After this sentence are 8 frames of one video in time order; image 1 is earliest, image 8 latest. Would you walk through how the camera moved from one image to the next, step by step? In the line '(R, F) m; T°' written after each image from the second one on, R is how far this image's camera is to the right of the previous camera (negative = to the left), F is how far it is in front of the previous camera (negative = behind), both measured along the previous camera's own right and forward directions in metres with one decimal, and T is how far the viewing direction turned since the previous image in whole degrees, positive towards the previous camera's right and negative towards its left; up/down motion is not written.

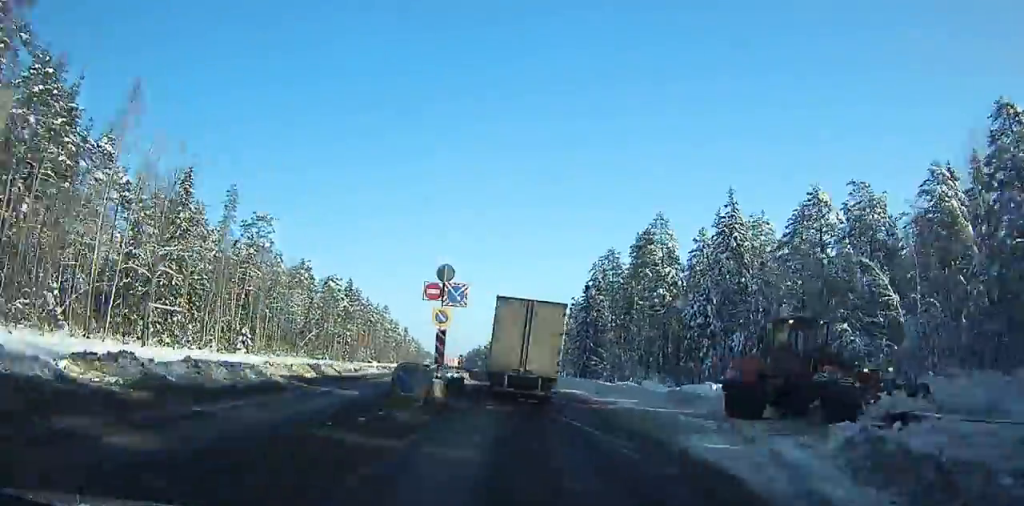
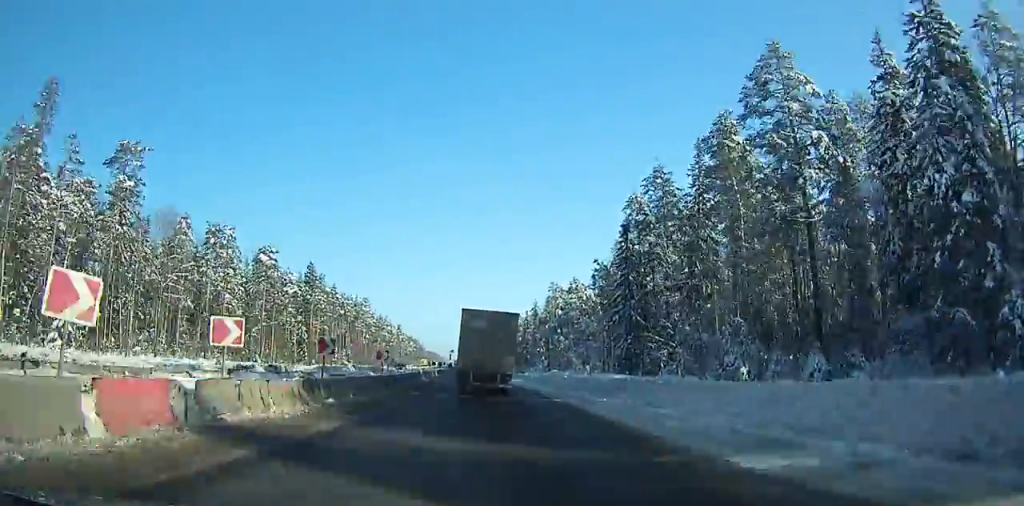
(+1.2, +51.4) m; -2°
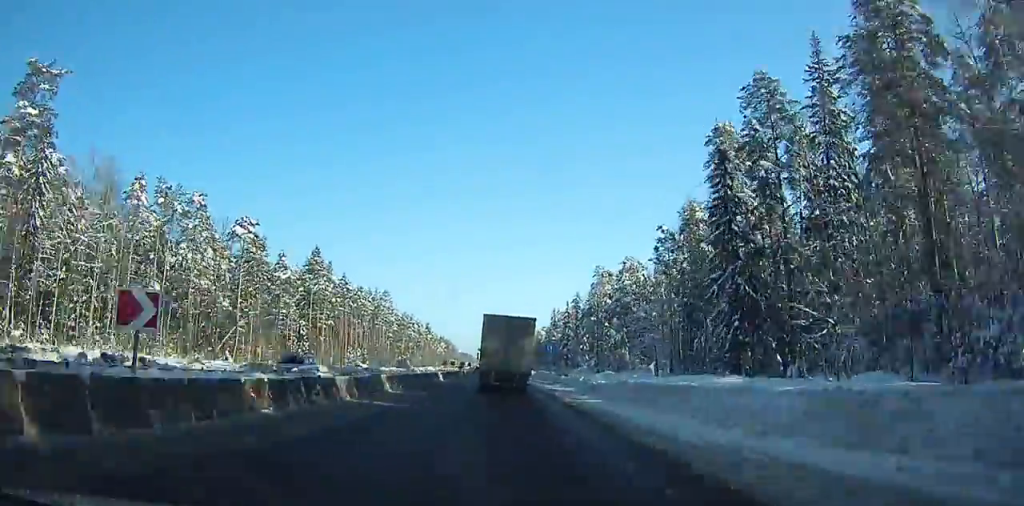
(-1.0, +27.2) m; -2°
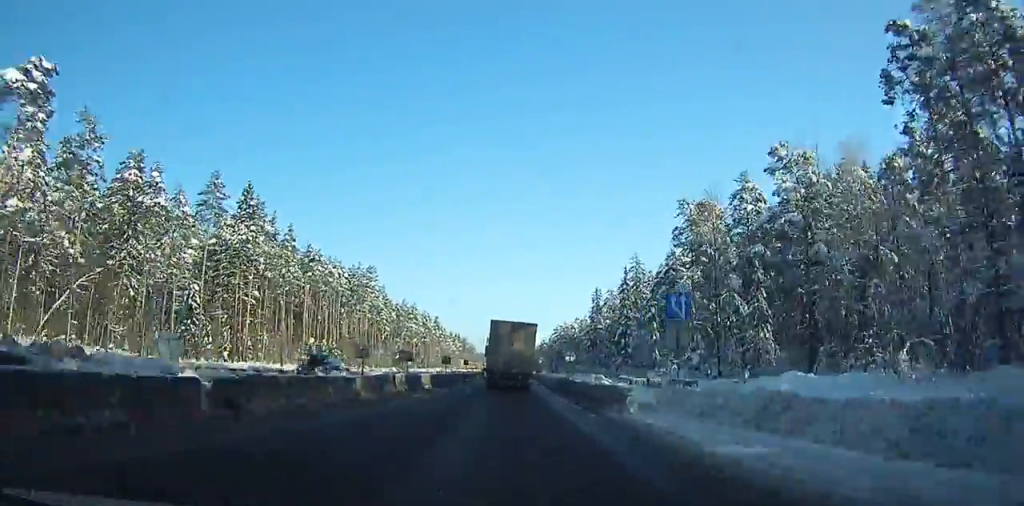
(-1.9, +55.3) m; -2°
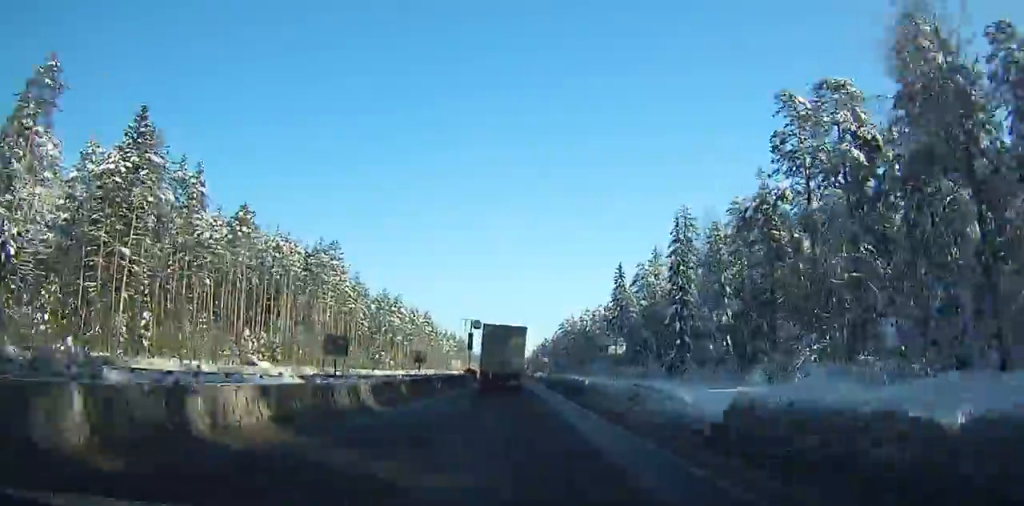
(0.0, +34.6) m; 0°
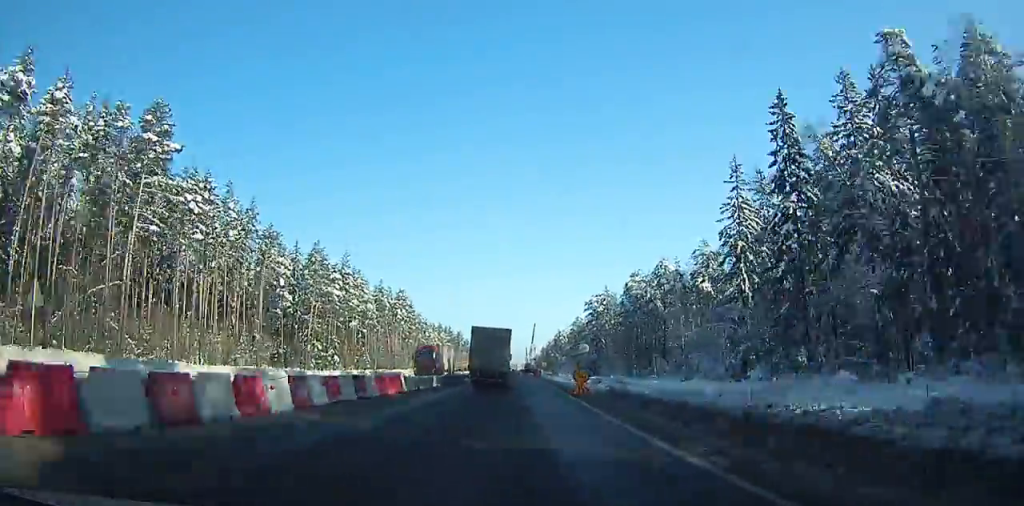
(-1.0, +71.3) m; -1°
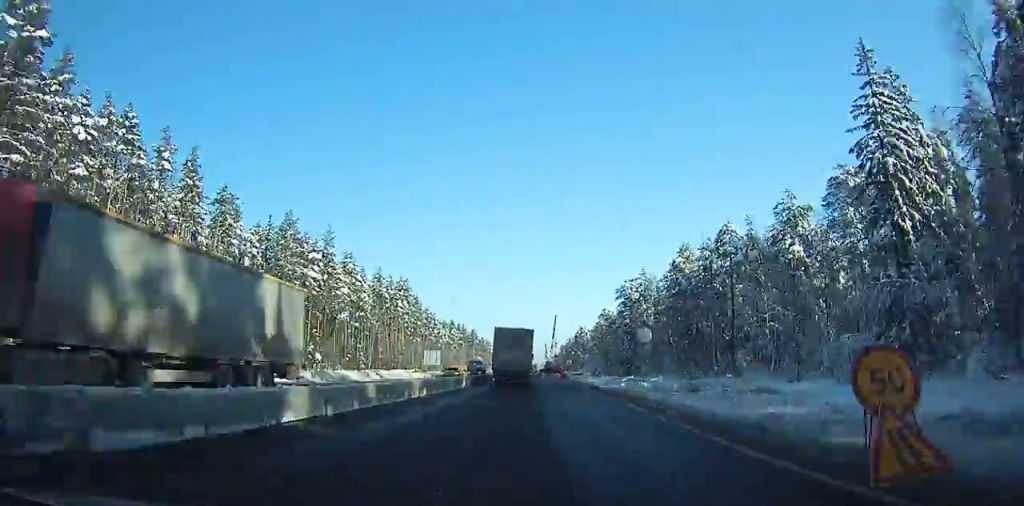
(0.0, +24.9) m; 0°
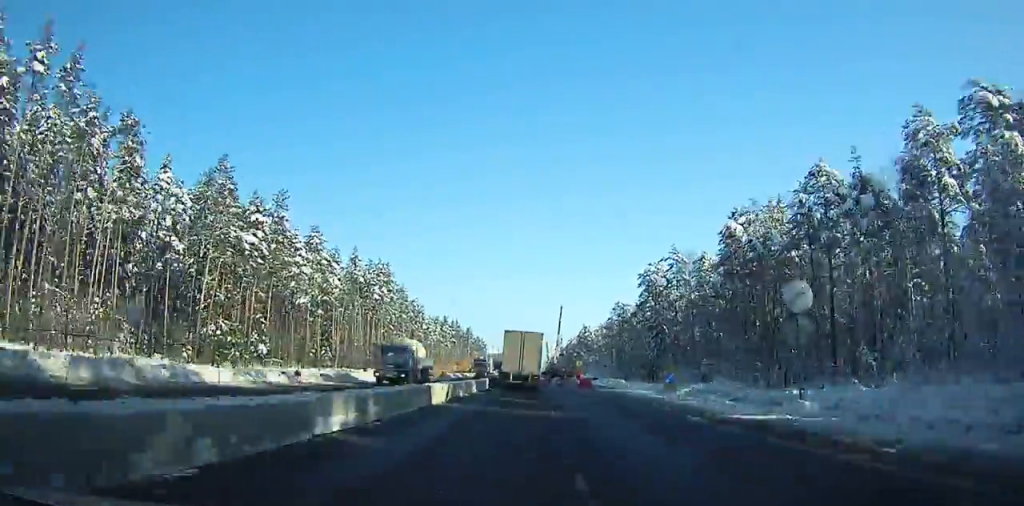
(+0.1, +25.2) m; 0°
